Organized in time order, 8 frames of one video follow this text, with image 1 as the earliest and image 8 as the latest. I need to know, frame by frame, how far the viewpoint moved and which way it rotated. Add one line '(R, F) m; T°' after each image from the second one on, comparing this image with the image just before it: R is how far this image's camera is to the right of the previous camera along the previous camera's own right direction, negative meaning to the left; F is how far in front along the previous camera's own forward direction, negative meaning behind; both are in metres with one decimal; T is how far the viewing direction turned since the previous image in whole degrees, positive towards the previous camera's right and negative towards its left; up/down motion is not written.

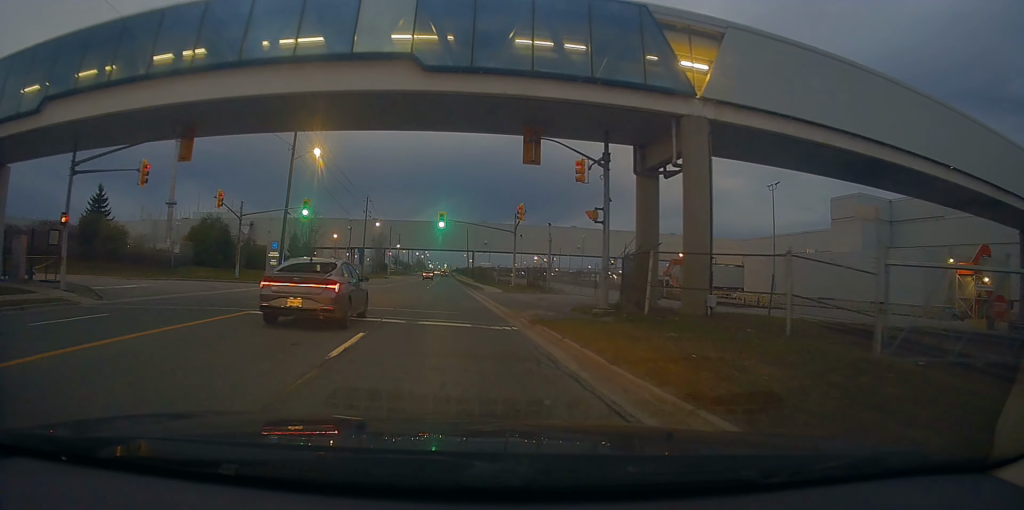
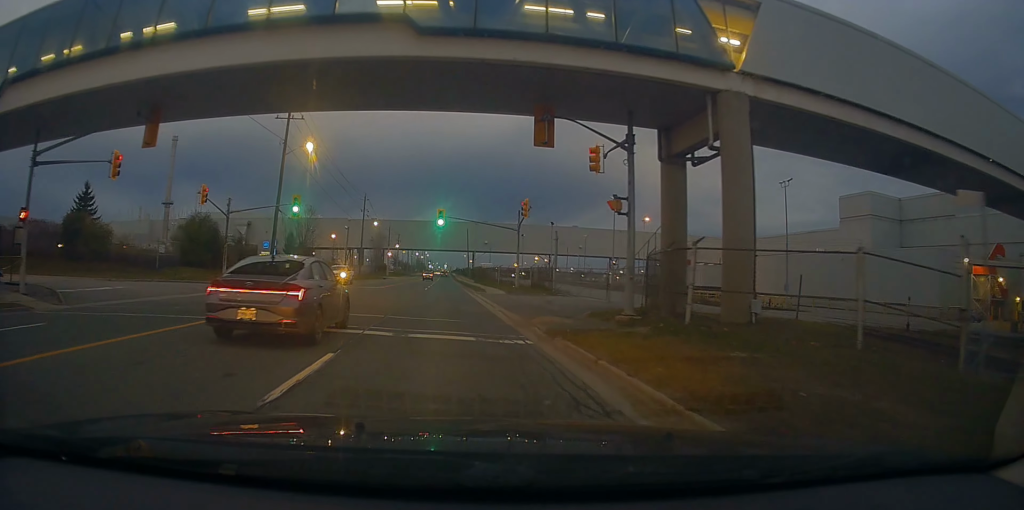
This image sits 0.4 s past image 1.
(0.0, +2.3) m; +1°
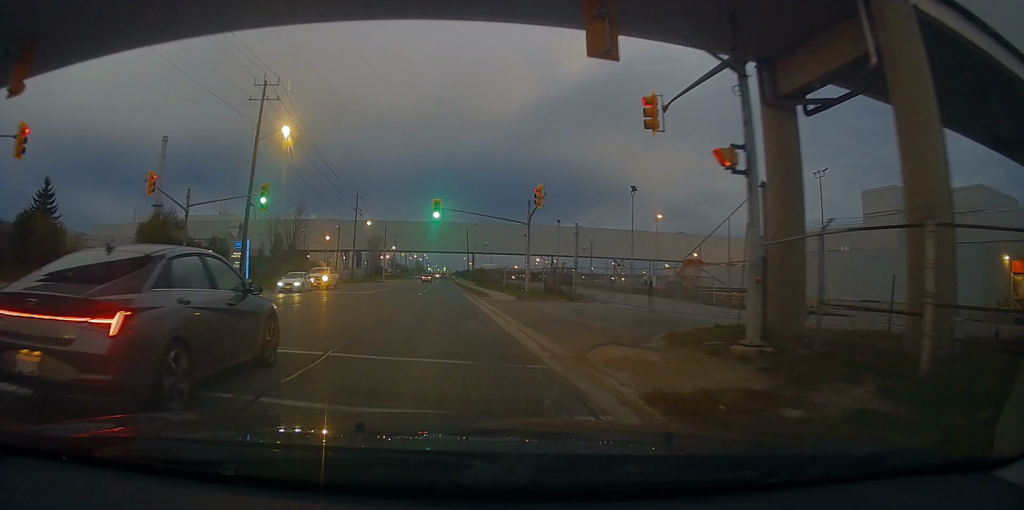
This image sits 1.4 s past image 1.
(+0.2, +5.8) m; +2°
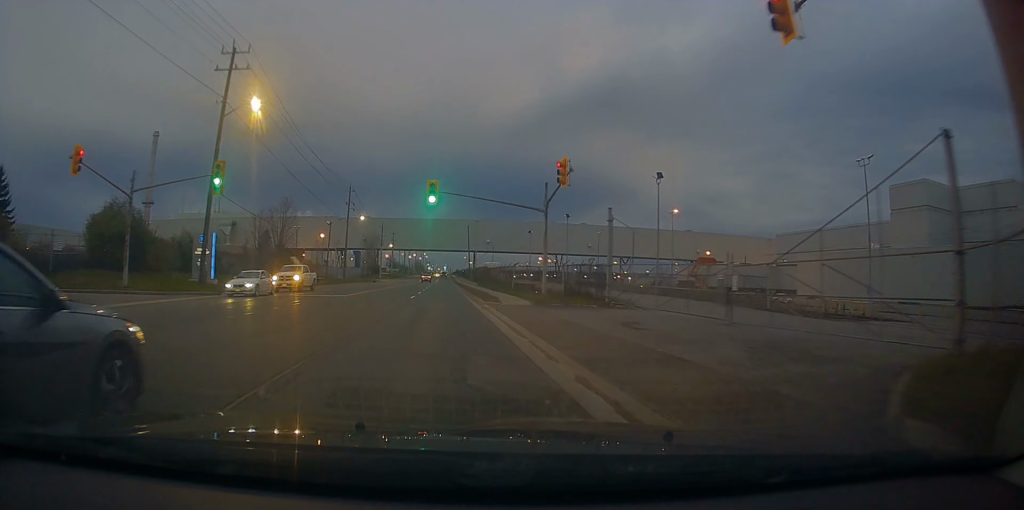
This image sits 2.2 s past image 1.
(+0.1, +5.8) m; -1°
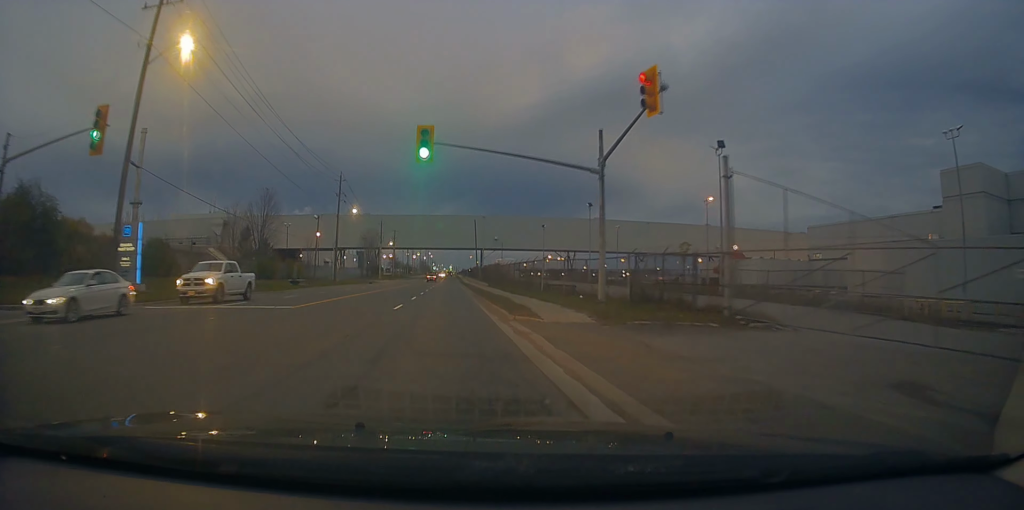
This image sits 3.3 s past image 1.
(-0.2, +9.6) m; -3°
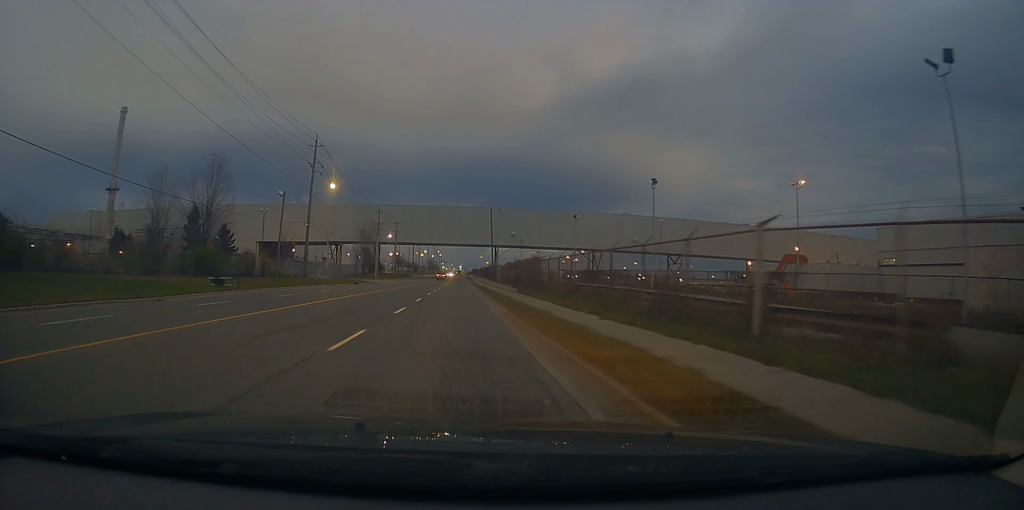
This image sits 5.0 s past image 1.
(+0.1, +19.2) m; 0°
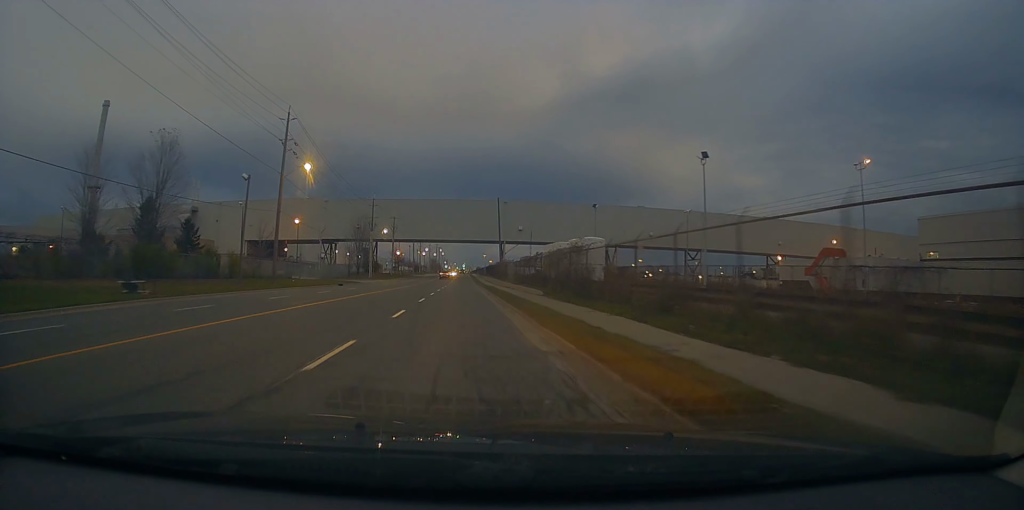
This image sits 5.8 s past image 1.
(-0.1, +10.4) m; -1°
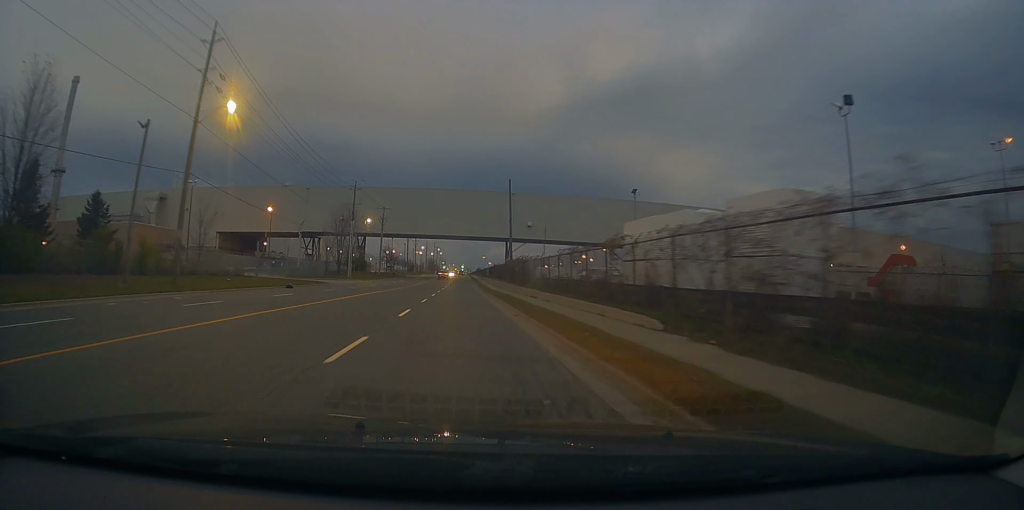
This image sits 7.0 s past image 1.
(-0.3, +16.9) m; 0°
